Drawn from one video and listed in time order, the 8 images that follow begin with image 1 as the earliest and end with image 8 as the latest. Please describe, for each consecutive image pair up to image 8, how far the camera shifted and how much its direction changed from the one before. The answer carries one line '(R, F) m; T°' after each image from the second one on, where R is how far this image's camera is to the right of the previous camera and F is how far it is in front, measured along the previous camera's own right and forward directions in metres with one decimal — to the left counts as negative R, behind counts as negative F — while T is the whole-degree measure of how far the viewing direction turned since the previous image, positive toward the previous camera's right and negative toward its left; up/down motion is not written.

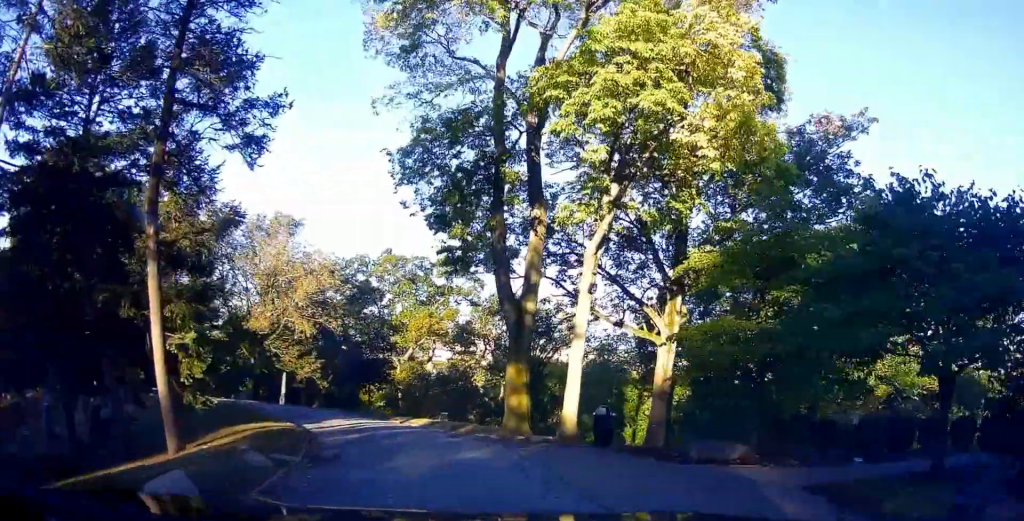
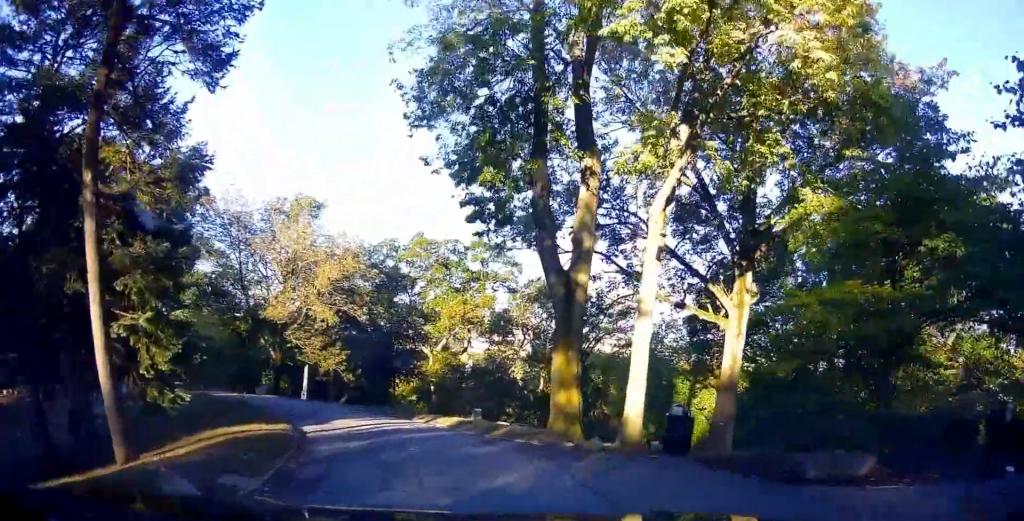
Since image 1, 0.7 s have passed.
(0.0, +3.3) m; 0°
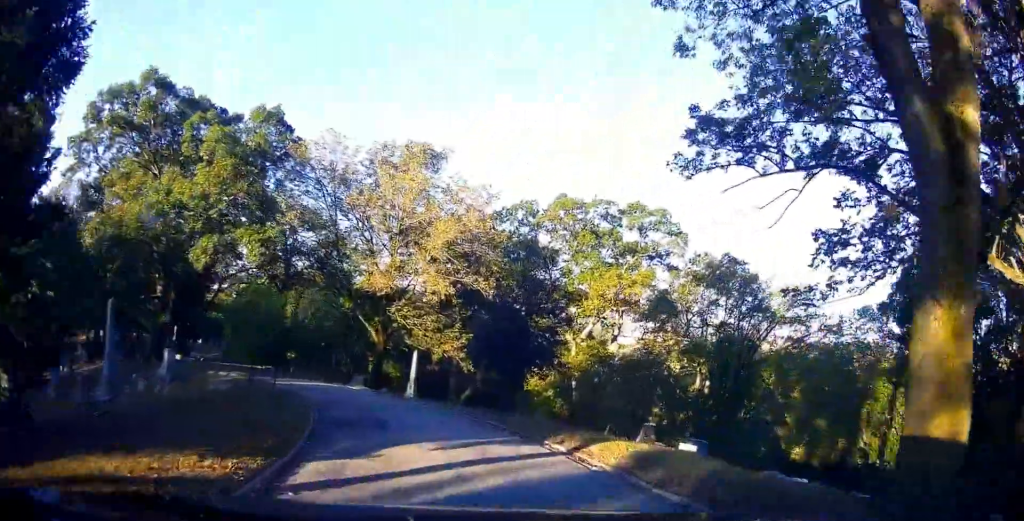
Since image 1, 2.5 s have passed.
(0.0, +8.5) m; -11°
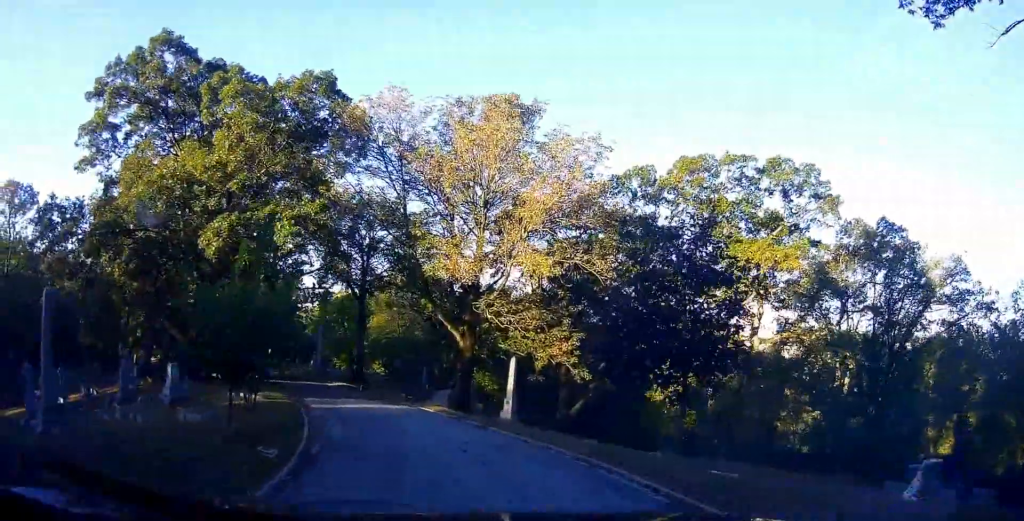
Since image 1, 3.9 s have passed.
(-1.7, +7.2) m; -18°
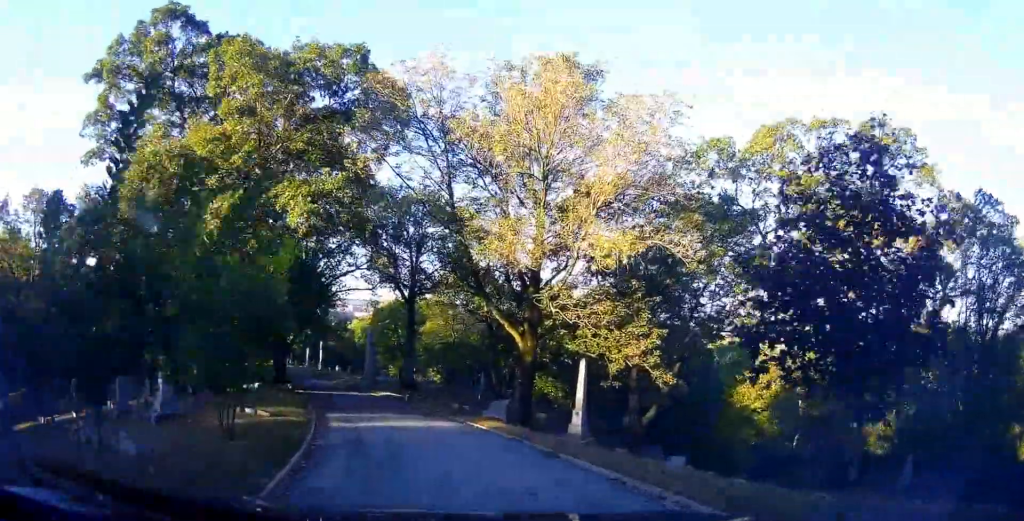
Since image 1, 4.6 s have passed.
(-0.3, +4.0) m; -1°
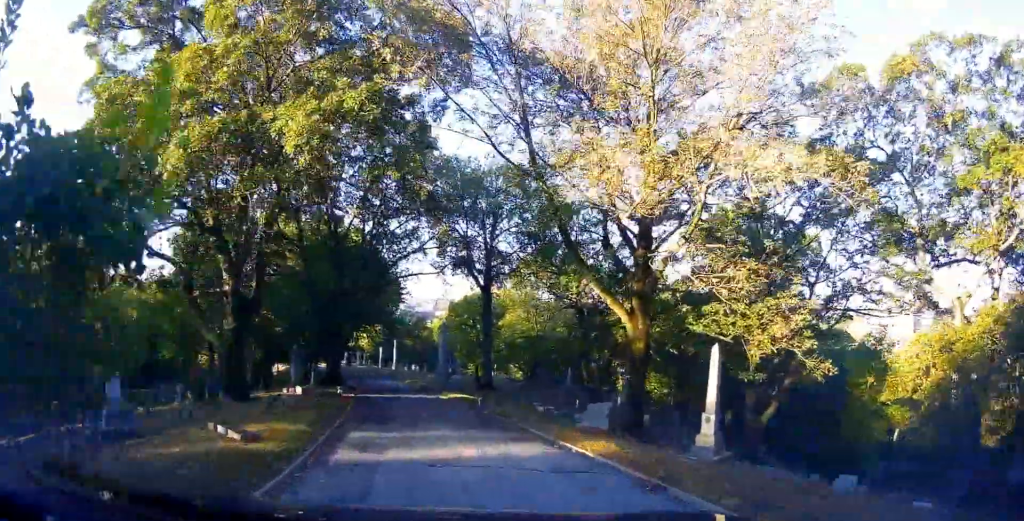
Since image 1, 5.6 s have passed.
(+0.2, +5.9) m; -10°
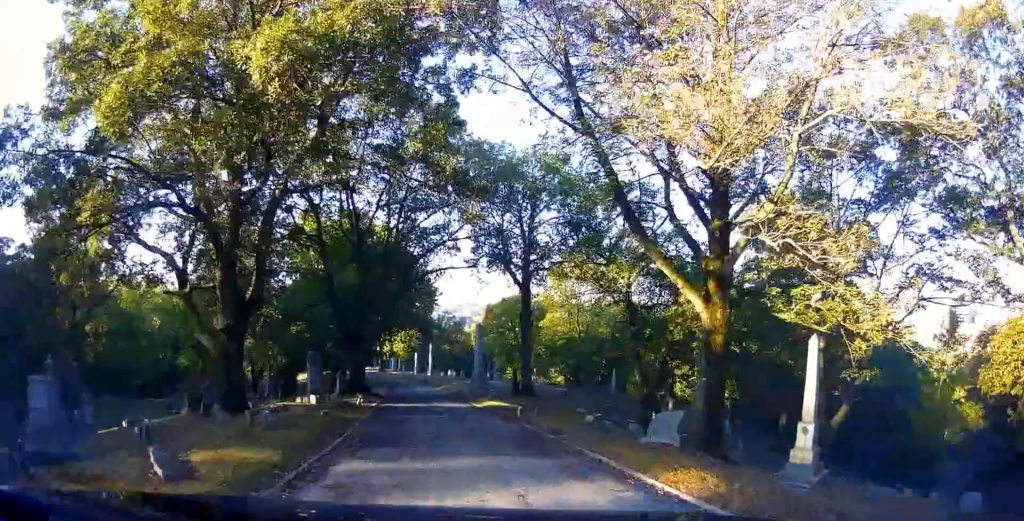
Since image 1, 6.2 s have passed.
(-0.7, +3.4) m; -4°
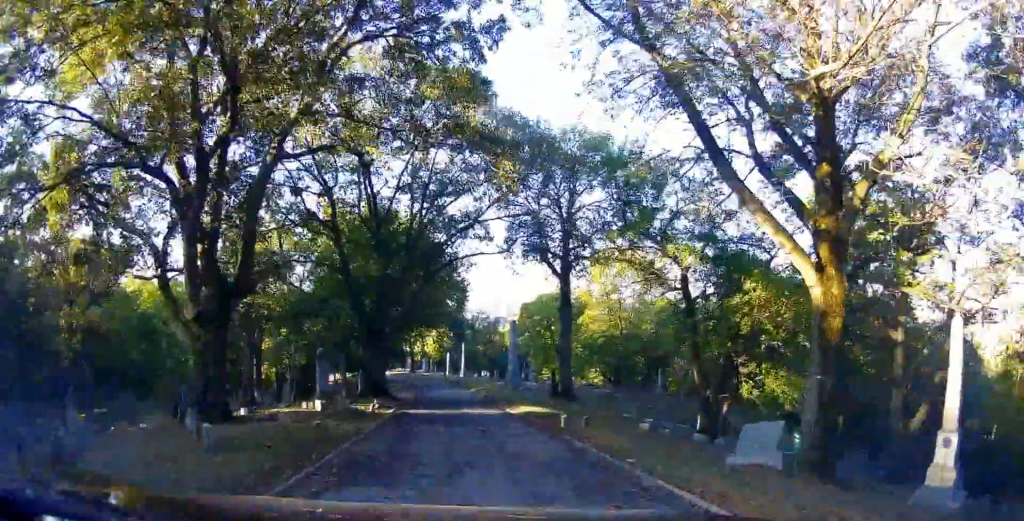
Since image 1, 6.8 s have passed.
(-0.3, +3.7) m; -3°
